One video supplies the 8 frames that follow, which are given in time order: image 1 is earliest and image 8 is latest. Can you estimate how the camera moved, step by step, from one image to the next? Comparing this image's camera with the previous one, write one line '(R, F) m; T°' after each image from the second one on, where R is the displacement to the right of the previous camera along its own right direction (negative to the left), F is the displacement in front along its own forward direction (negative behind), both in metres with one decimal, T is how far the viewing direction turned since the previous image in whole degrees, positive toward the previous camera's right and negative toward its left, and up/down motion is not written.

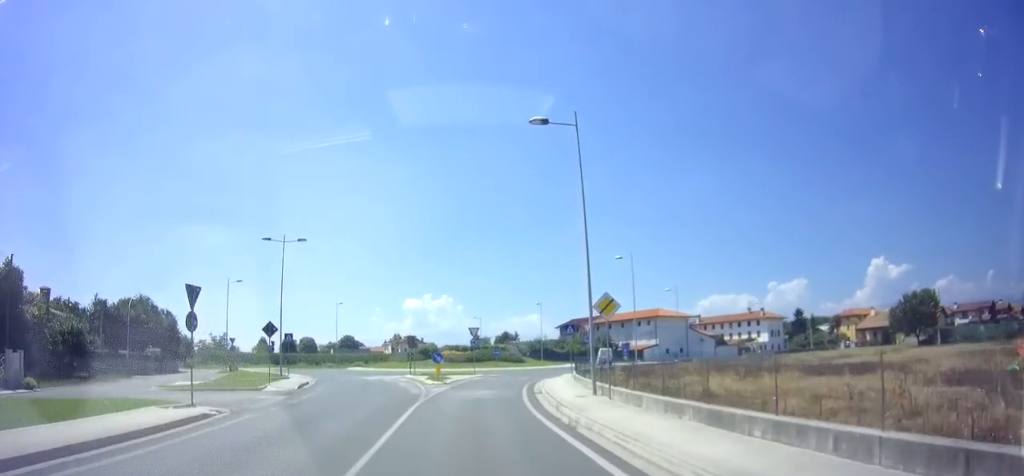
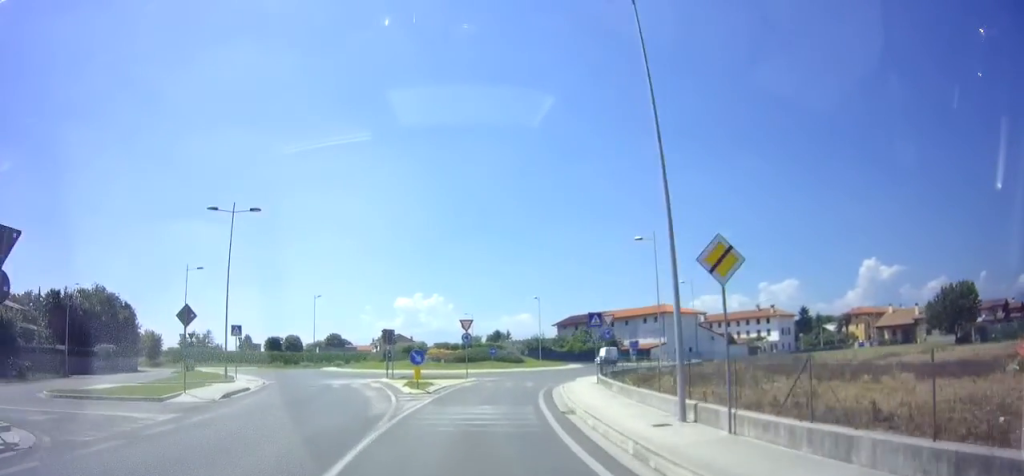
(-0.1, +6.6) m; +3°
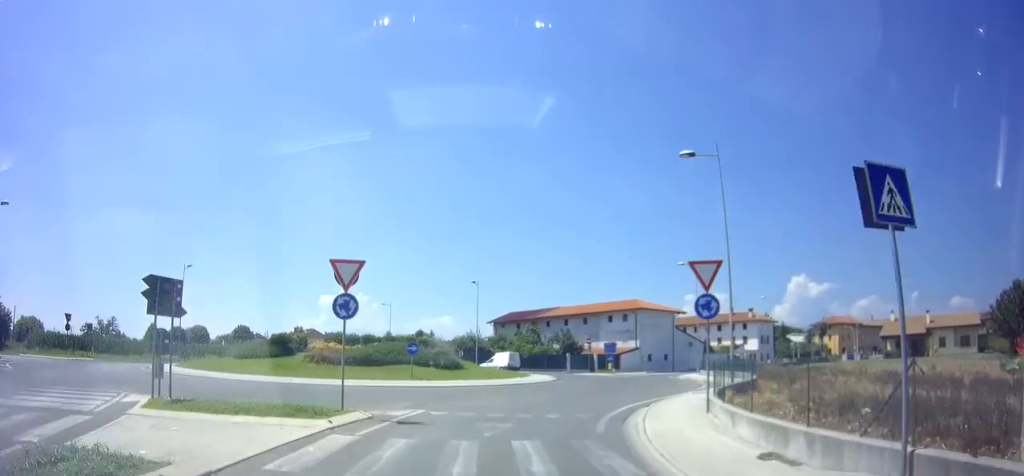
(+2.3, +16.5) m; +16°
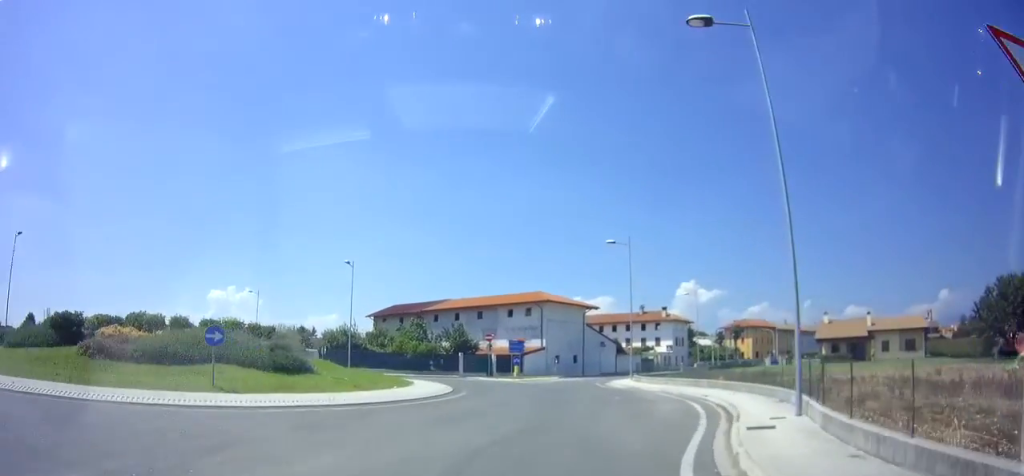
(+1.0, +10.2) m; +11°
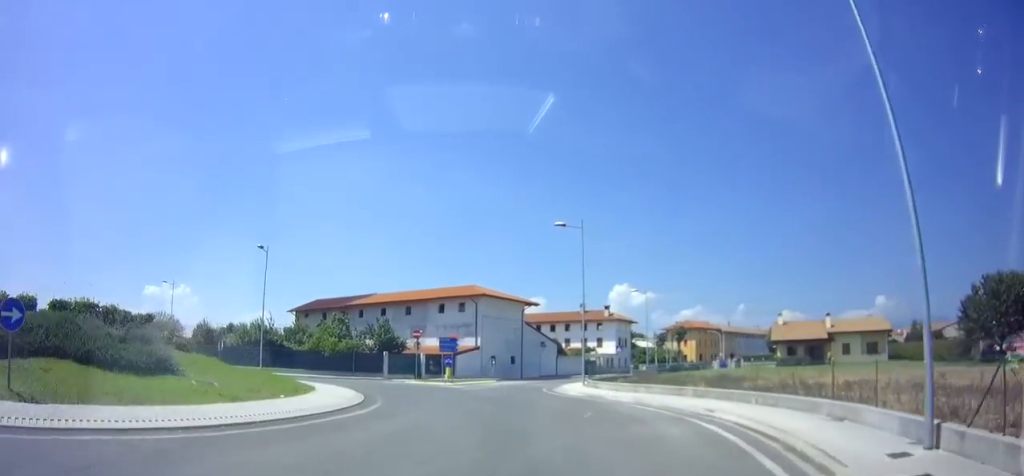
(+0.5, +5.5) m; +3°
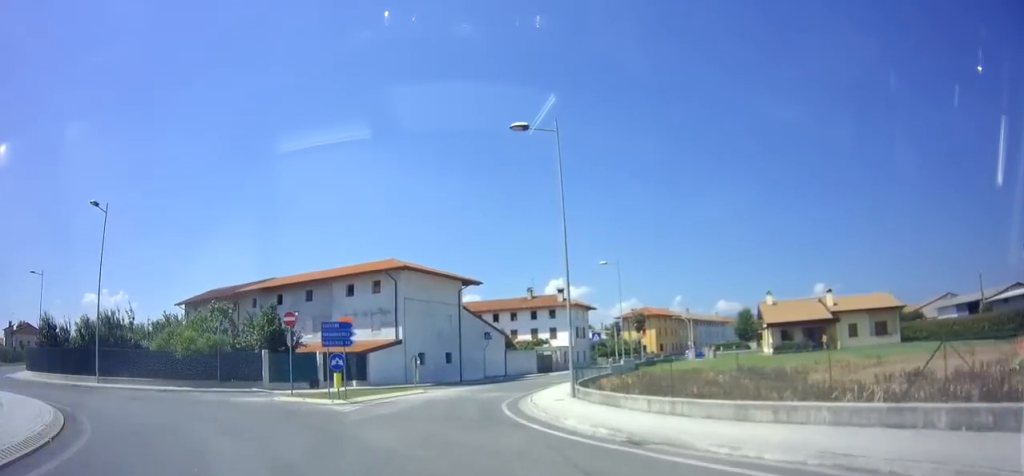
(+0.4, +13.5) m; +5°
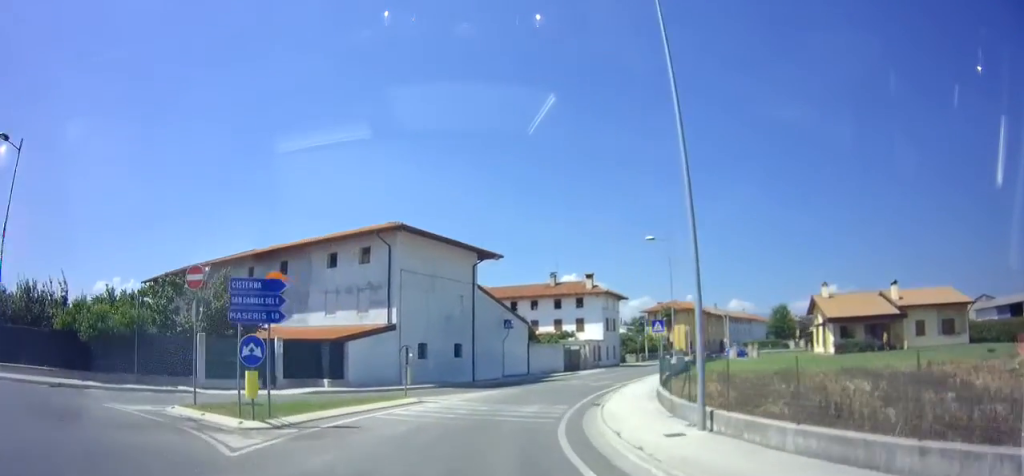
(+0.4, +8.7) m; +6°
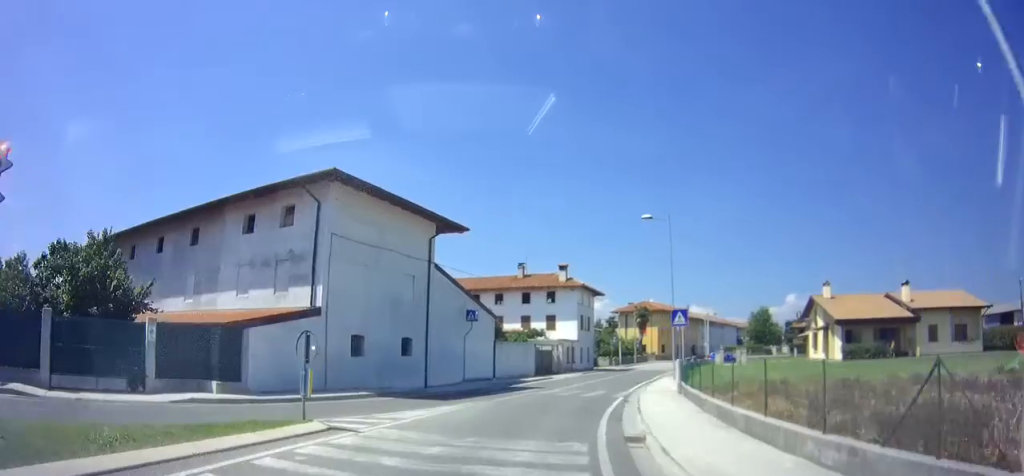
(+0.2, +7.1) m; +5°
